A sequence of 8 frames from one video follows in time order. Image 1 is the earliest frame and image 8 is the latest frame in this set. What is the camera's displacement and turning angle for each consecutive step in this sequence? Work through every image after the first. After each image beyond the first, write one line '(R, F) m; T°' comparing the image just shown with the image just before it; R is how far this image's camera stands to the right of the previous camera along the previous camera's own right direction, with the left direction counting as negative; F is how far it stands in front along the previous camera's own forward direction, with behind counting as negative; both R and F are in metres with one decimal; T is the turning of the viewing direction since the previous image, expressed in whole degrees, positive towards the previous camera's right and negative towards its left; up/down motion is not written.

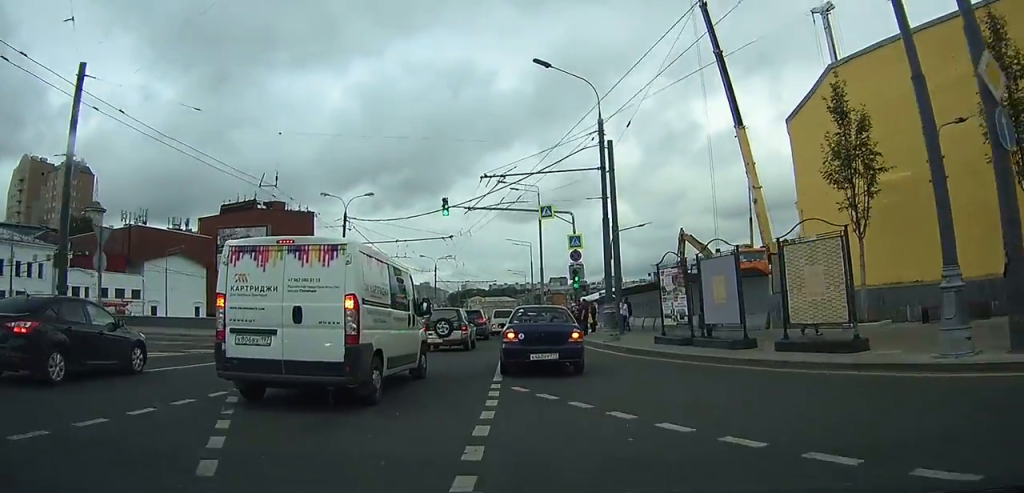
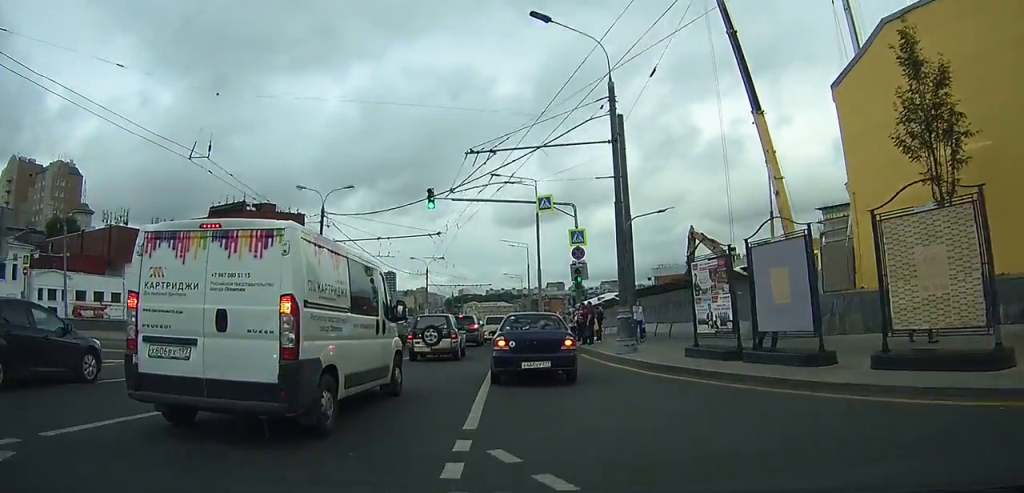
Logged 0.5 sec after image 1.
(0.0, +4.6) m; 0°
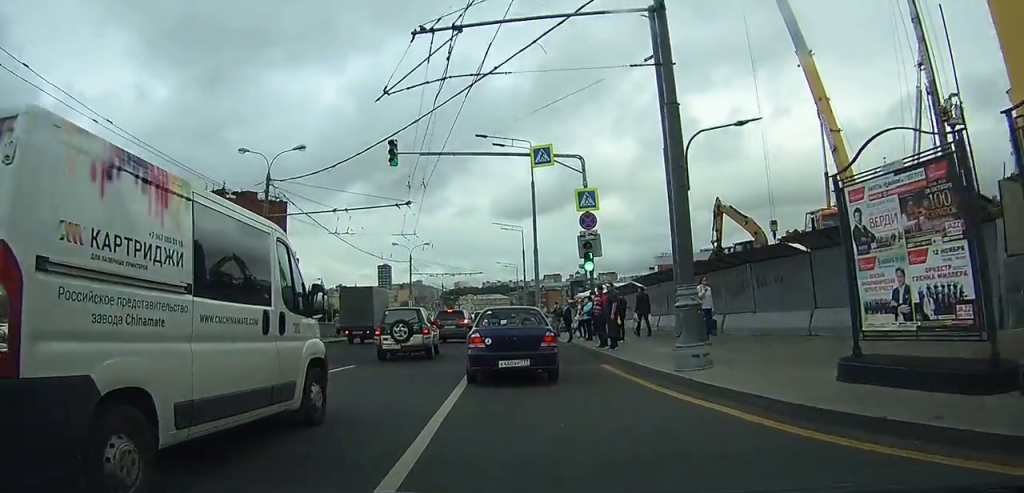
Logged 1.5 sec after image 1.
(0.0, +8.3) m; 0°
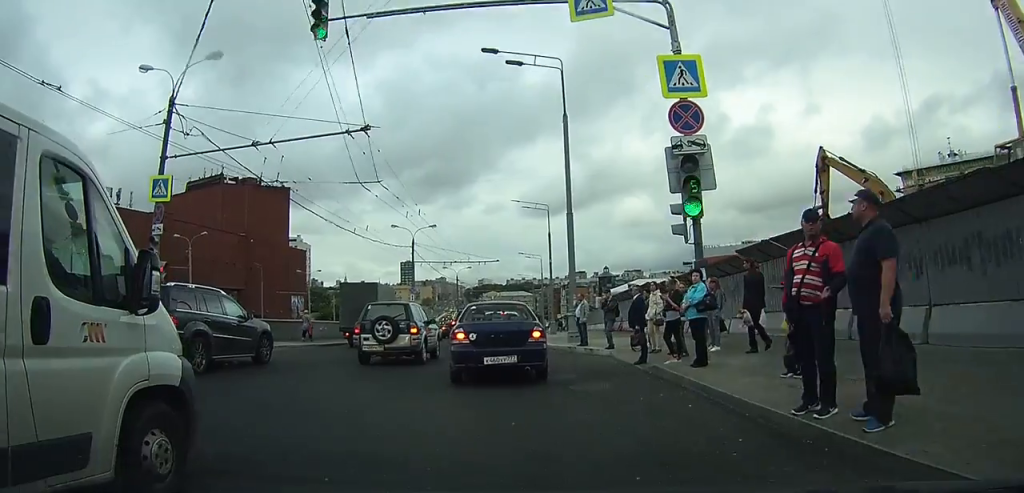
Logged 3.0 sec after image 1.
(-0.2, +11.7) m; -3°
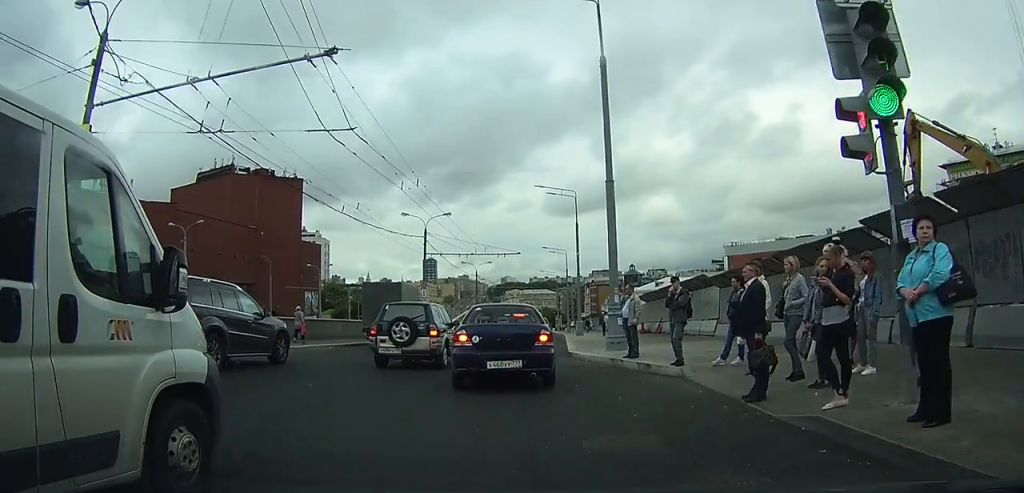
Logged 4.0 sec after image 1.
(-0.2, +5.8) m; -2°
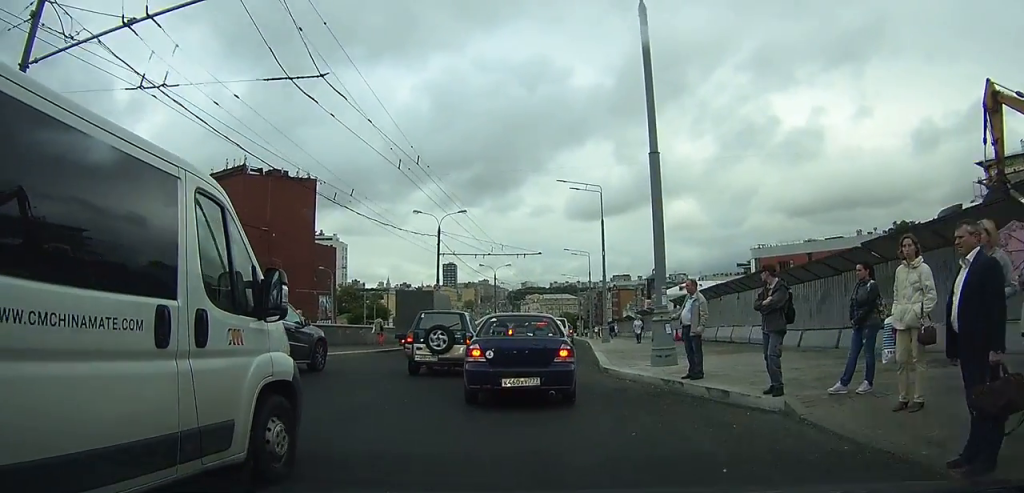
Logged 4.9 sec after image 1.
(0.0, +4.4) m; -2°
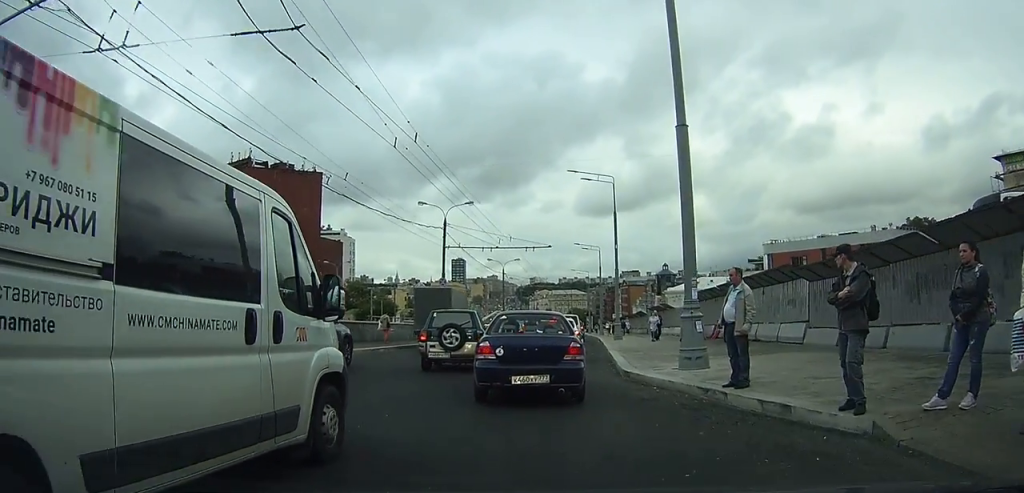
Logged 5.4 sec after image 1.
(-0.1, +2.2) m; -1°
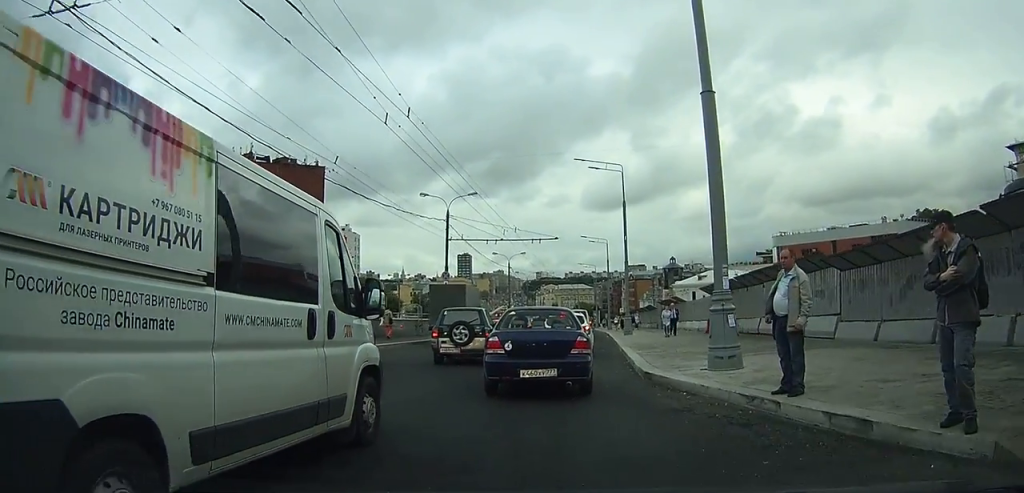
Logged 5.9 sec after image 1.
(-0.1, +2.0) m; -1°
